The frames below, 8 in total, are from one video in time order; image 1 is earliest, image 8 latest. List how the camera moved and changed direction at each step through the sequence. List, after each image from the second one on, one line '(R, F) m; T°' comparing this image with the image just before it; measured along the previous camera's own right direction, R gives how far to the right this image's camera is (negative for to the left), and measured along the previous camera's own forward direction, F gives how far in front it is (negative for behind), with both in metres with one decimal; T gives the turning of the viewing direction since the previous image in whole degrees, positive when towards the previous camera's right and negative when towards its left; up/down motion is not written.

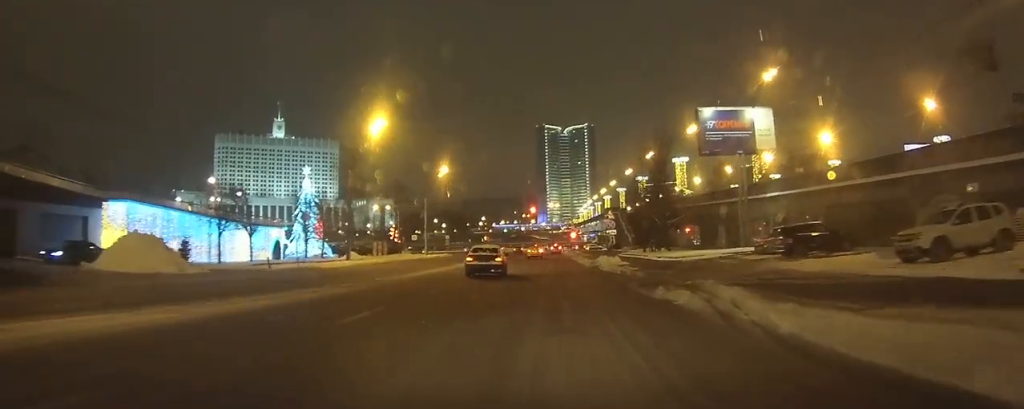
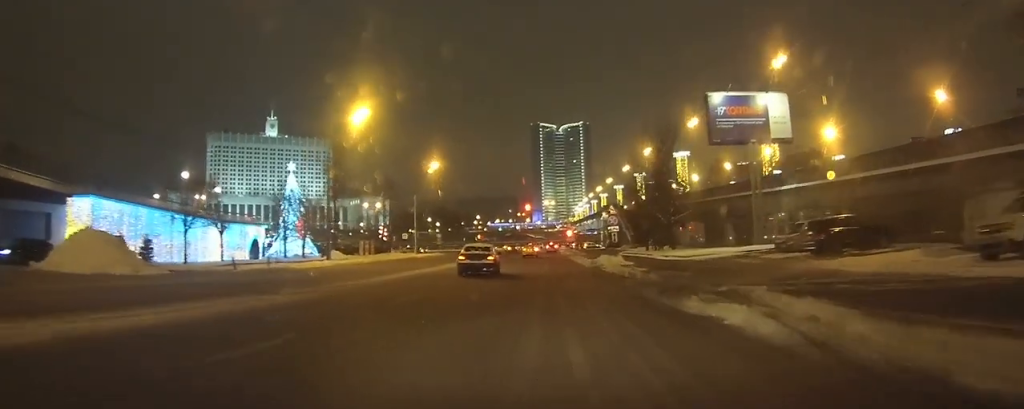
(0.0, +3.7) m; 0°
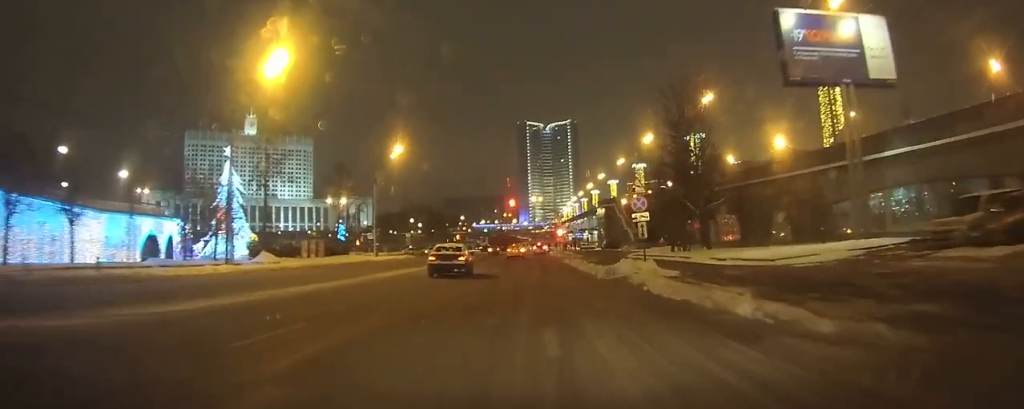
(-0.1, +11.9) m; 0°
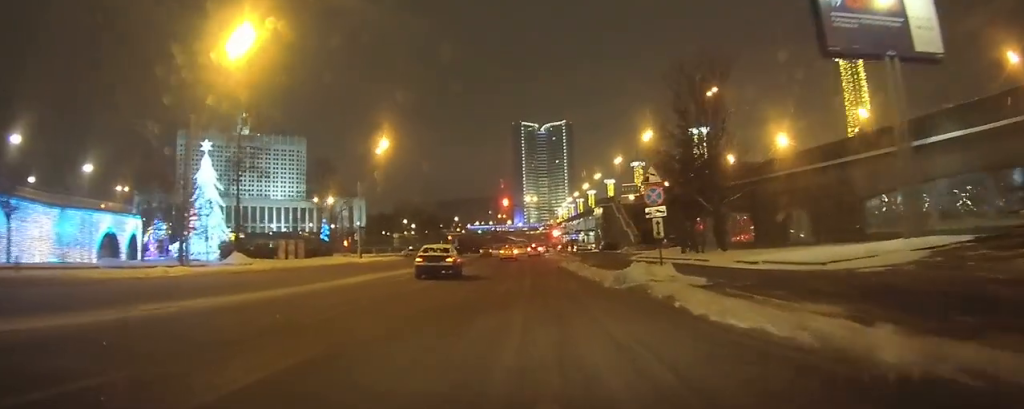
(0.0, +3.3) m; +1°
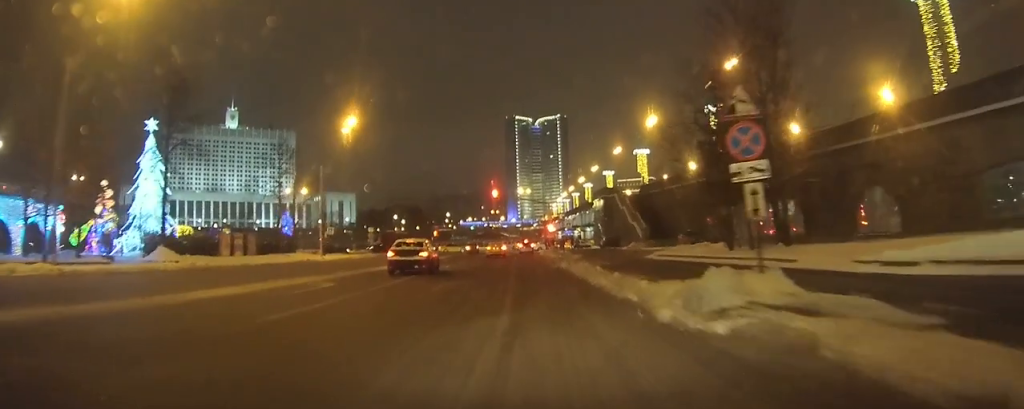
(+0.1, +8.2) m; +1°
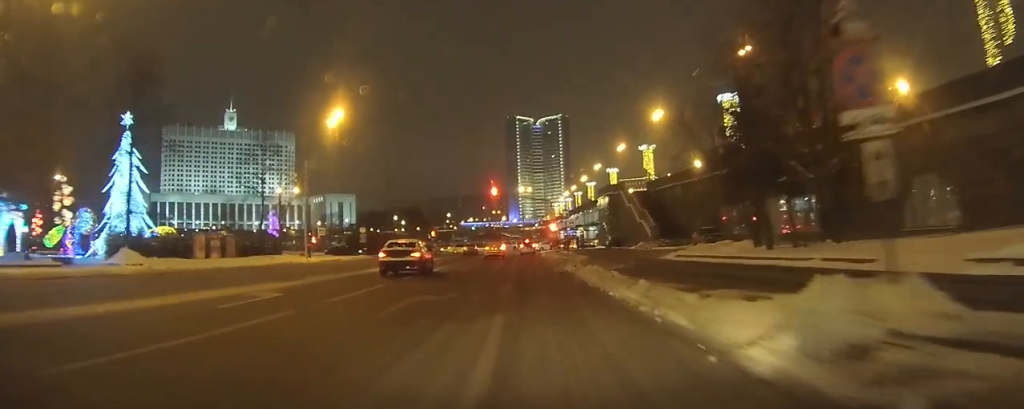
(0.0, +3.7) m; 0°
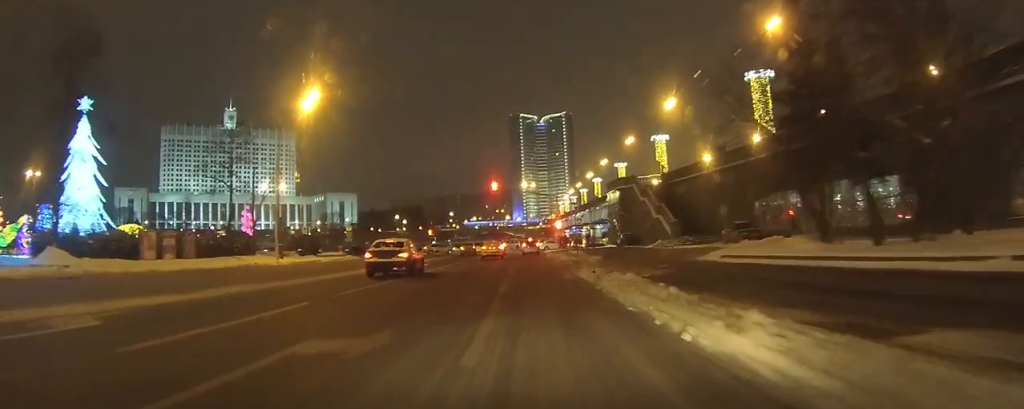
(0.0, +6.5) m; 0°
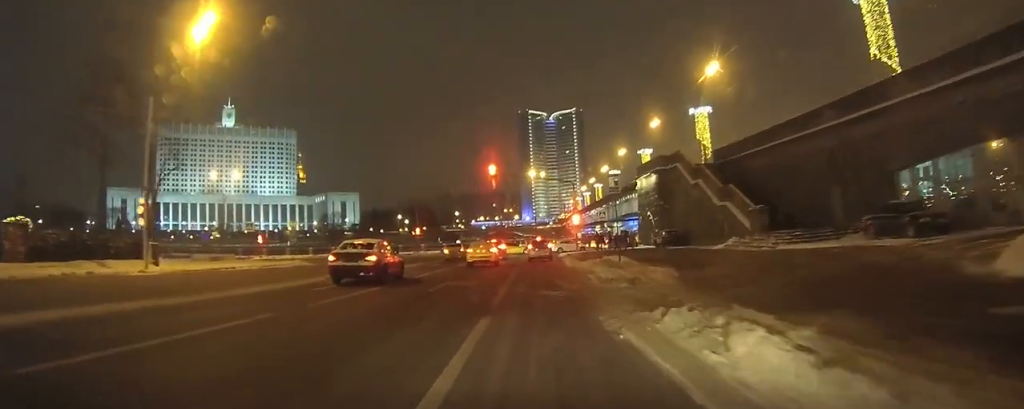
(0.0, +17.6) m; +1°
